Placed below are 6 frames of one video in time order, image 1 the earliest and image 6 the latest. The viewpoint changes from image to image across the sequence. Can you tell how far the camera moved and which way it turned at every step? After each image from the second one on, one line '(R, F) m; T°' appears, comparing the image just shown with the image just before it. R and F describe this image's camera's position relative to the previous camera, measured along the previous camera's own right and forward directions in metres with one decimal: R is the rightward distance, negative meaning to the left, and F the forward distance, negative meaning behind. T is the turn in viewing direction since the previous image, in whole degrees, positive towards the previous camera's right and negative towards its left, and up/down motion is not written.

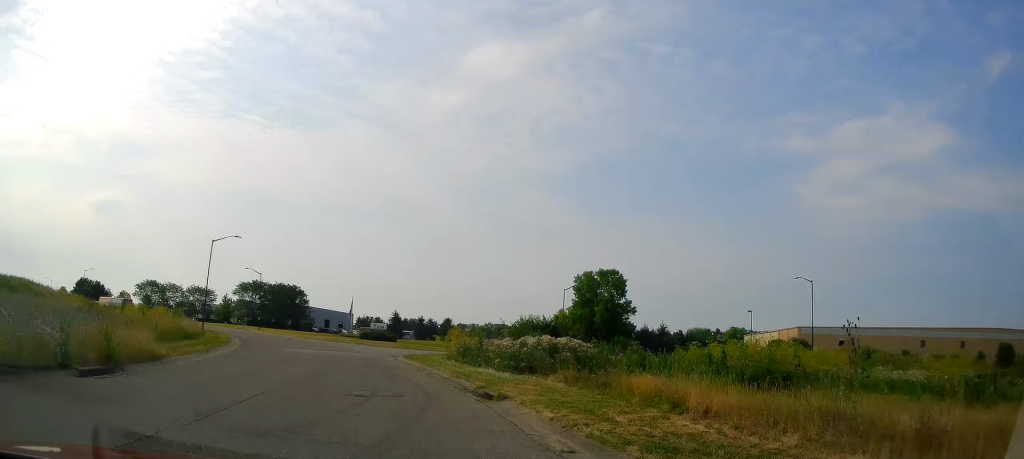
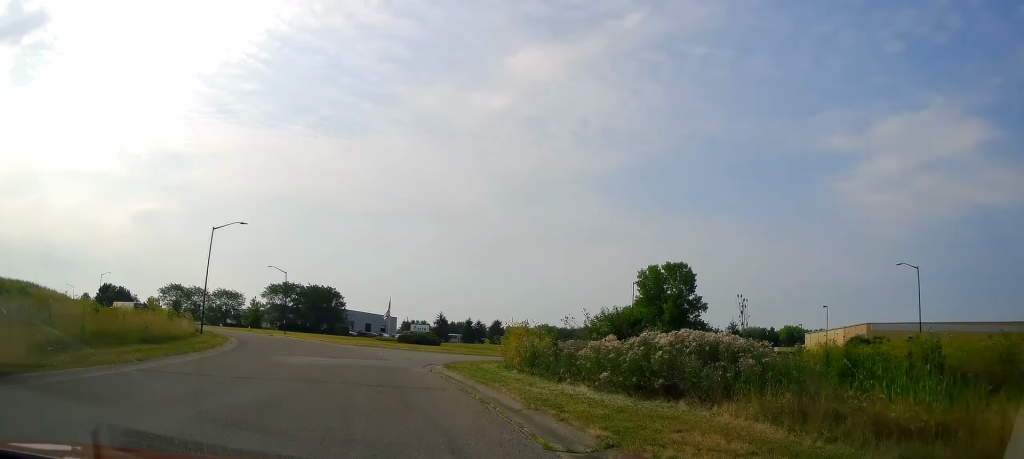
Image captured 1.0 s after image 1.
(-0.1, +10.5) m; -2°
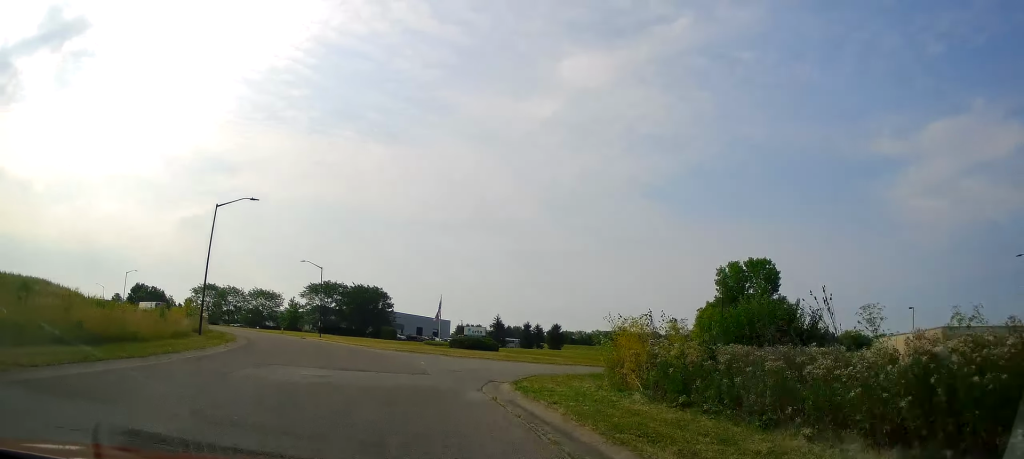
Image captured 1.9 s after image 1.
(0.0, +10.0) m; -6°
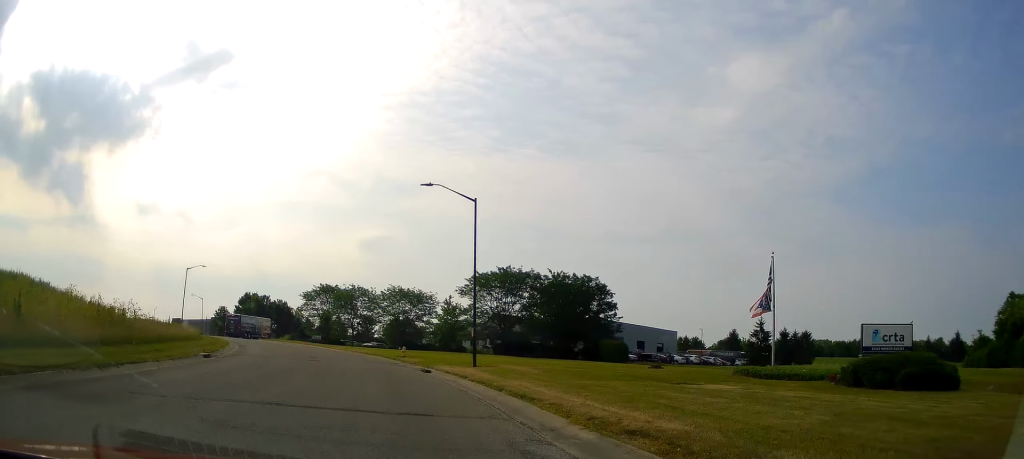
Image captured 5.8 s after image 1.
(-7.7, +43.7) m; -17°
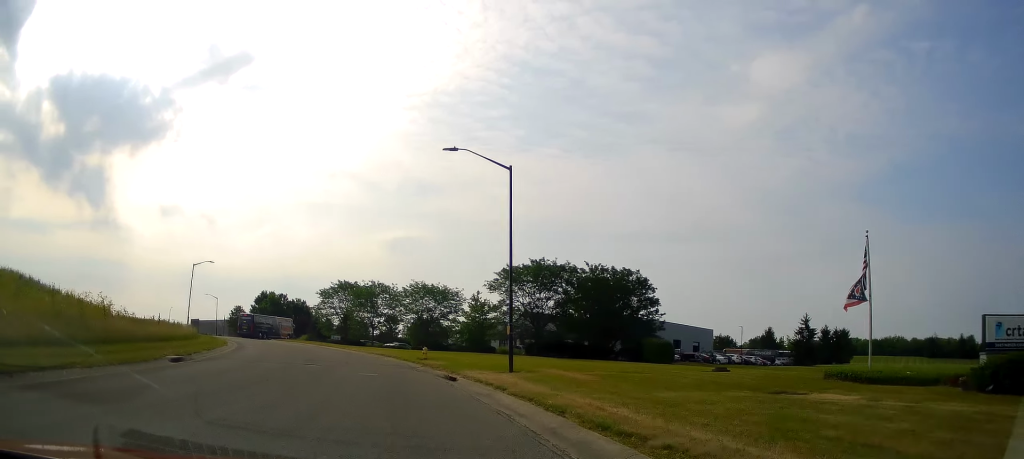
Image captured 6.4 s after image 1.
(+0.2, +5.8) m; -1°
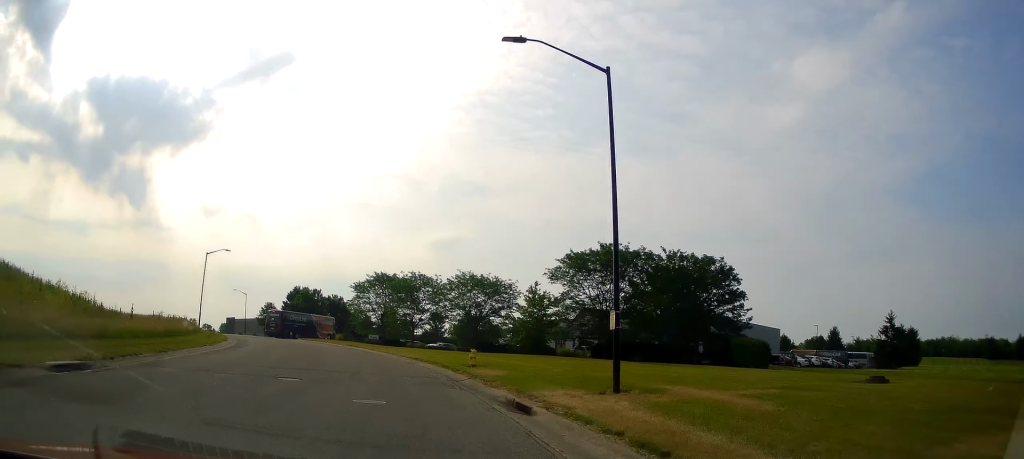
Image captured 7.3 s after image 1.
(-0.4, +9.6) m; -5°
